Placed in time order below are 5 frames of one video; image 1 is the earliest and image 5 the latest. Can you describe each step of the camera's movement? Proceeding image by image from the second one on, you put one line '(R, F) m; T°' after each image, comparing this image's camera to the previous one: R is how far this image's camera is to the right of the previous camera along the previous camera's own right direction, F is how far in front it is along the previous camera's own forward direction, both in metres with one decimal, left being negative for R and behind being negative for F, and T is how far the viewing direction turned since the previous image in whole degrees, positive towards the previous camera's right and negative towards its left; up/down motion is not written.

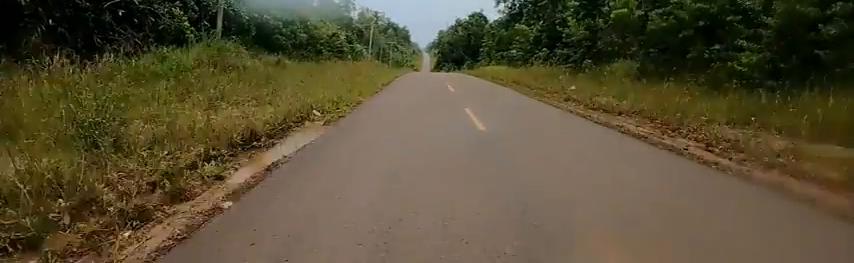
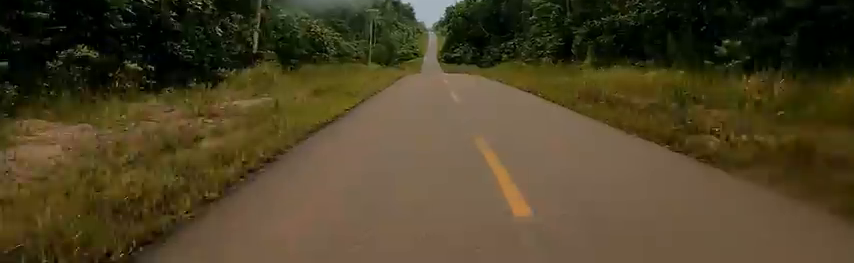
(-2.5, +53.1) m; 0°
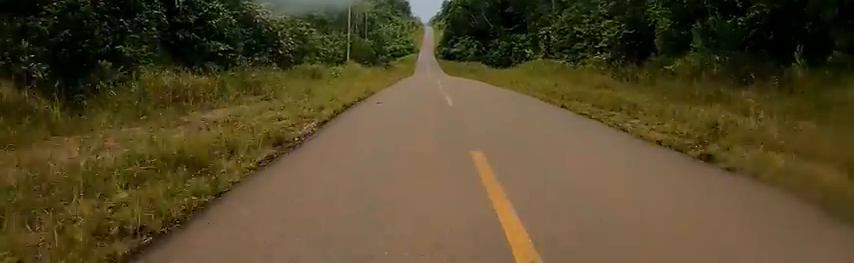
(+0.5, +17.5) m; -3°
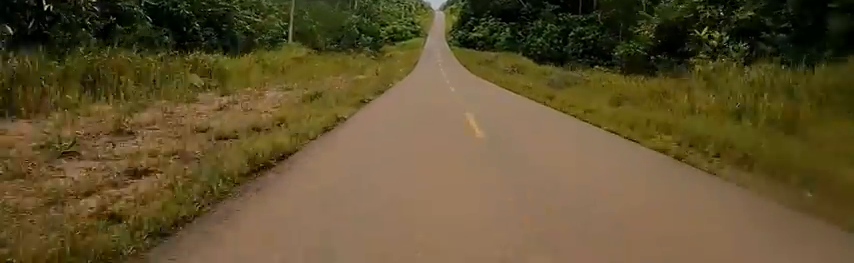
(-0.3, +29.0) m; +3°
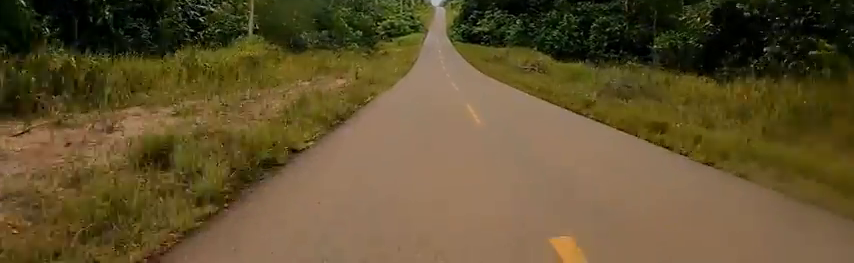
(+0.8, +7.2) m; 0°
